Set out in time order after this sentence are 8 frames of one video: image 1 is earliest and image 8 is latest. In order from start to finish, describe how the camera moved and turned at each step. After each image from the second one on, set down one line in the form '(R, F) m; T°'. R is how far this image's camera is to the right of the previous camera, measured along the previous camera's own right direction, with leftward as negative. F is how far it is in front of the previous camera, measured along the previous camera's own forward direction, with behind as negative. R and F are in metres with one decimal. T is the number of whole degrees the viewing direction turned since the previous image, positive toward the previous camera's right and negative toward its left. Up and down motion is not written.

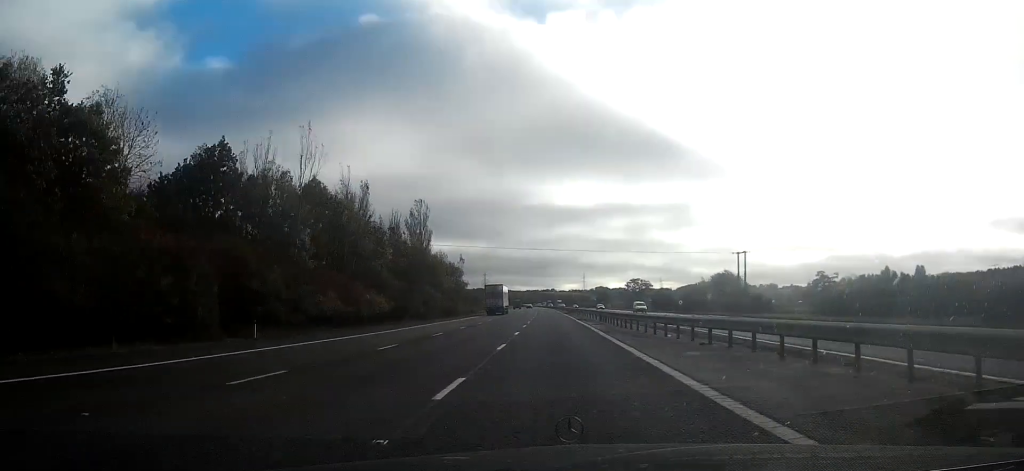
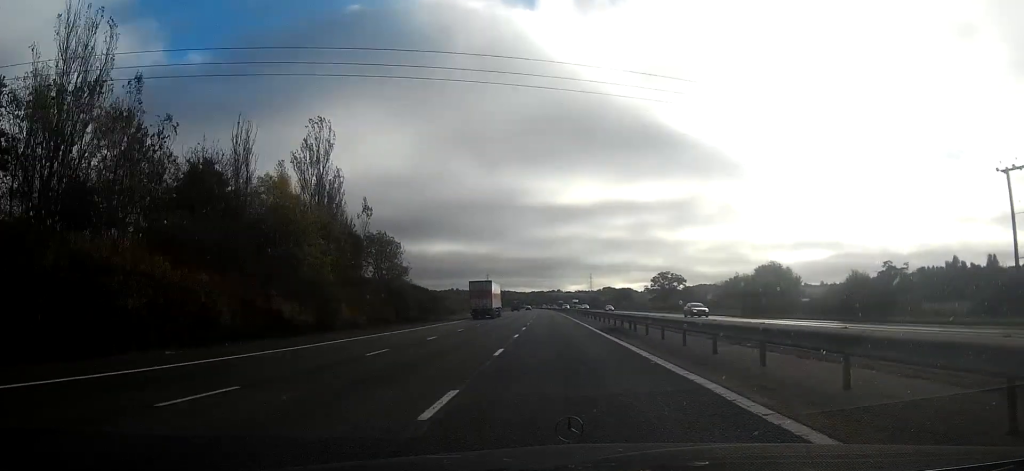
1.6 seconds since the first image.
(-0.8, +56.6) m; -1°
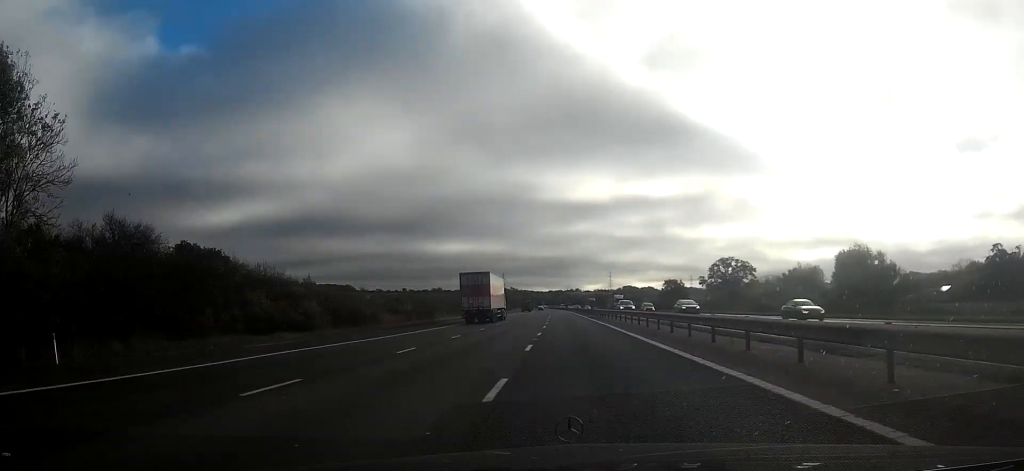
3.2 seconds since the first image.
(-0.8, +57.8) m; -2°
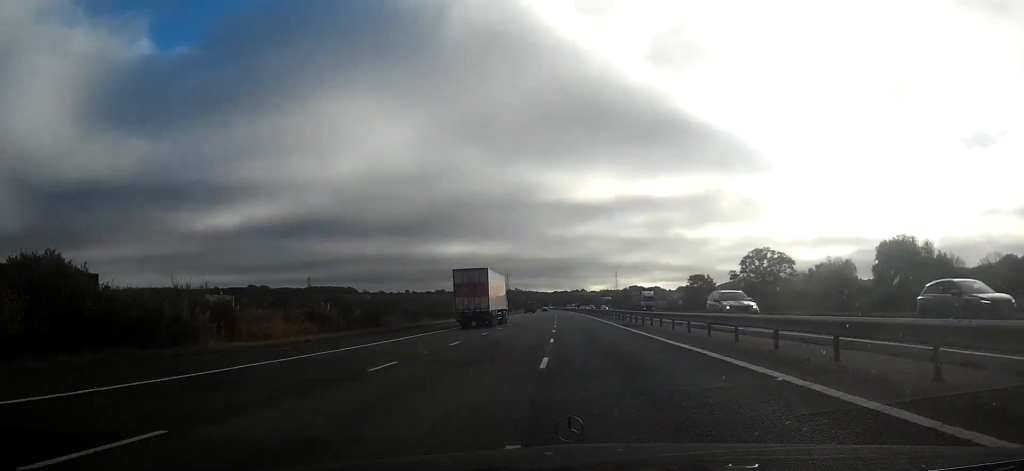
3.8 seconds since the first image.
(-0.2, +22.8) m; -1°
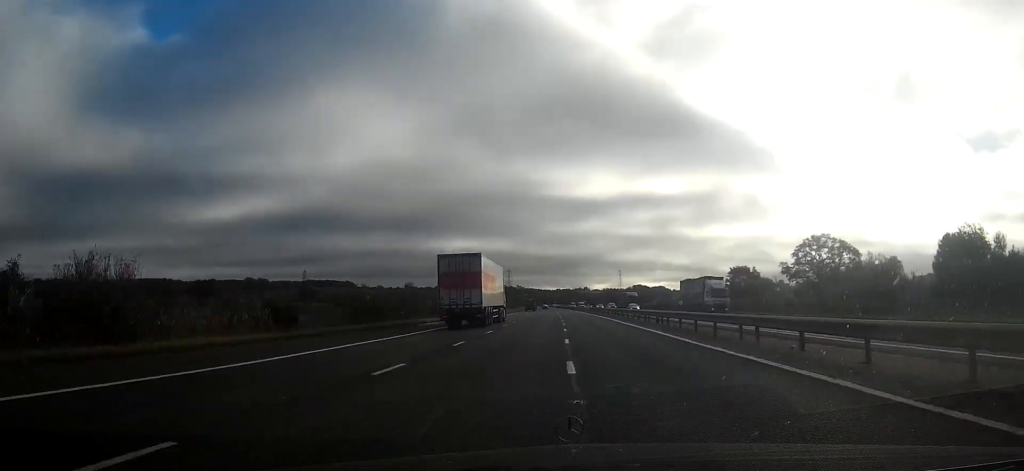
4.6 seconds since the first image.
(-0.1, +28.6) m; 0°
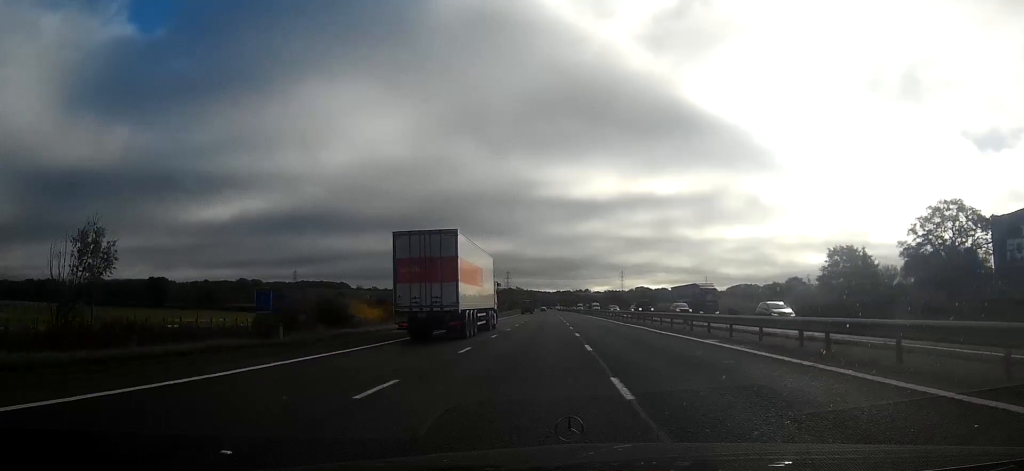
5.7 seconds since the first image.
(0.0, +38.2) m; 0°
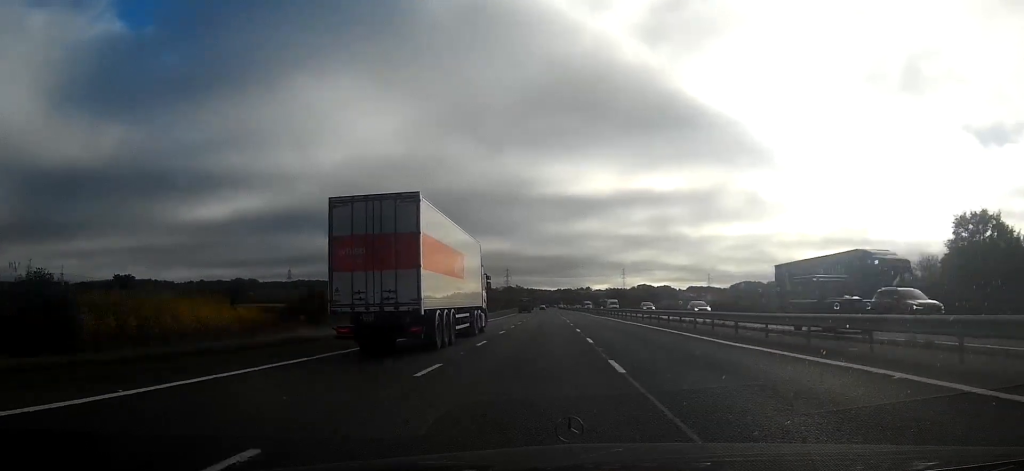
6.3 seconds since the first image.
(-0.1, +23.9) m; 0°
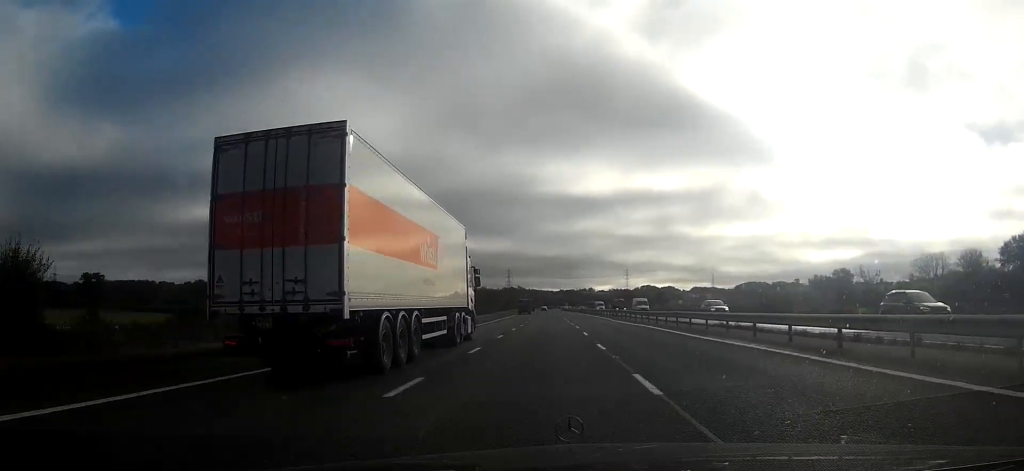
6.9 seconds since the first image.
(-0.2, +20.4) m; 0°
